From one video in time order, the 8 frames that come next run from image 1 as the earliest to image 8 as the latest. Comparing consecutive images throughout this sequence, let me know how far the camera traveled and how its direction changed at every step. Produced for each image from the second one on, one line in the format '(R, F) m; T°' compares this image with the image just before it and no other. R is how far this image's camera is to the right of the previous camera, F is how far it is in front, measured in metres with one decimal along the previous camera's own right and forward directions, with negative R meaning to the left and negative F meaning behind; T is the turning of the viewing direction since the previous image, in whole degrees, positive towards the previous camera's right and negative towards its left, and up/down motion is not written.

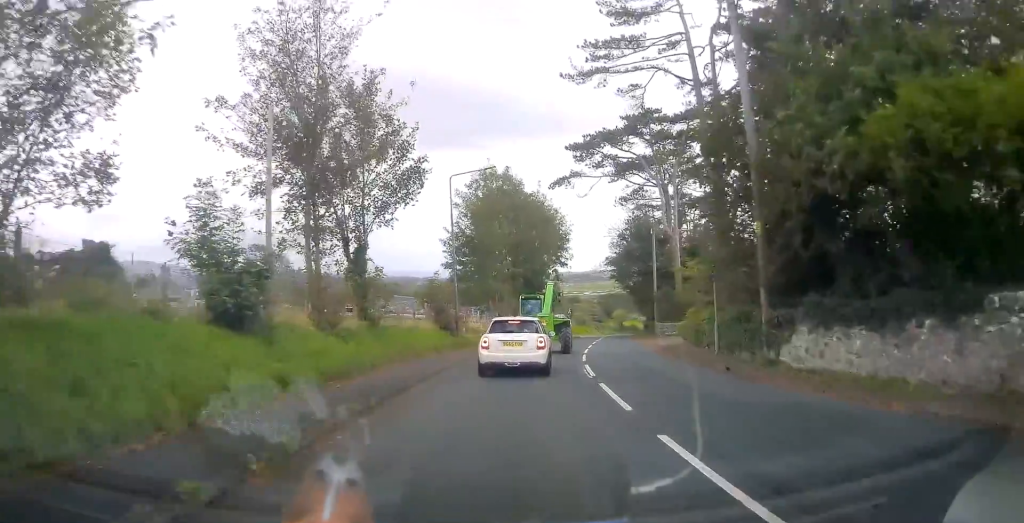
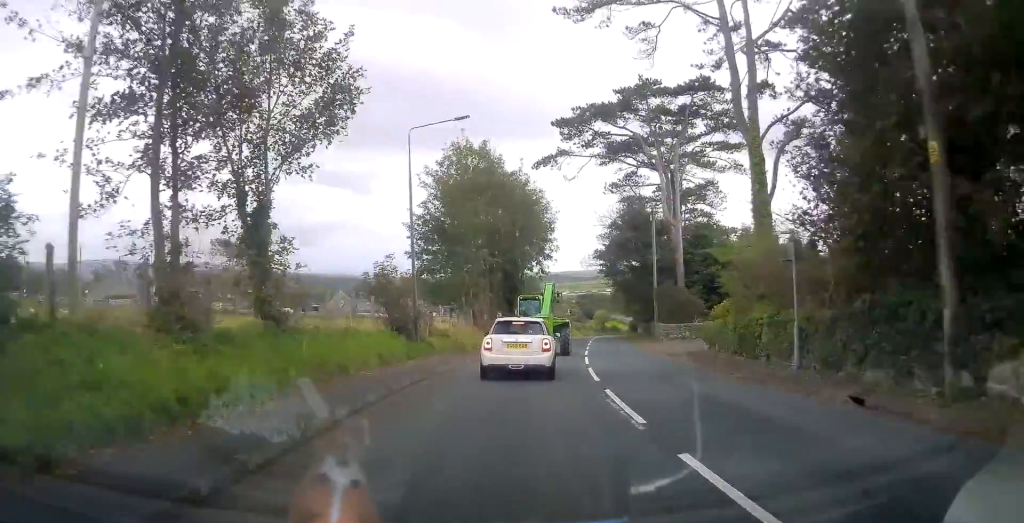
(+0.2, +7.0) m; +2°
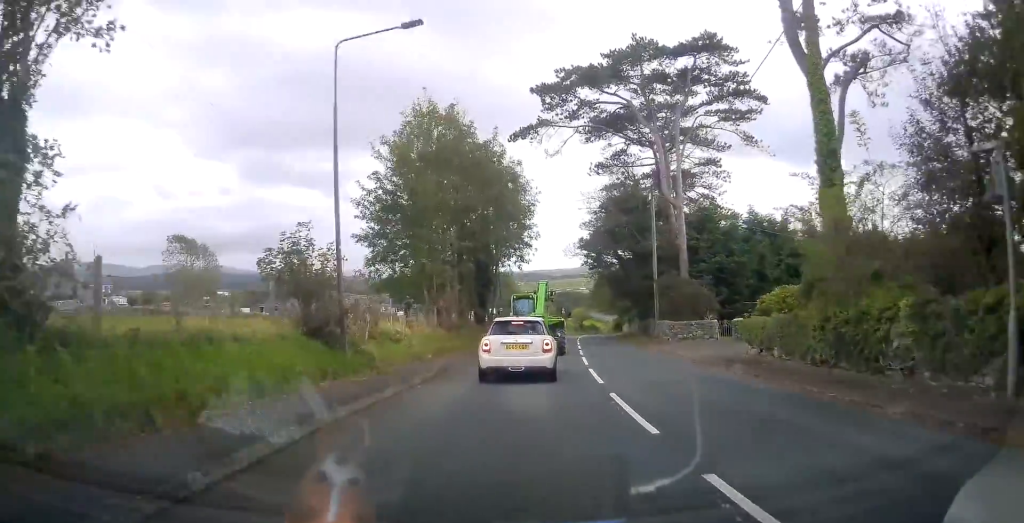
(+0.1, +7.0) m; +2°
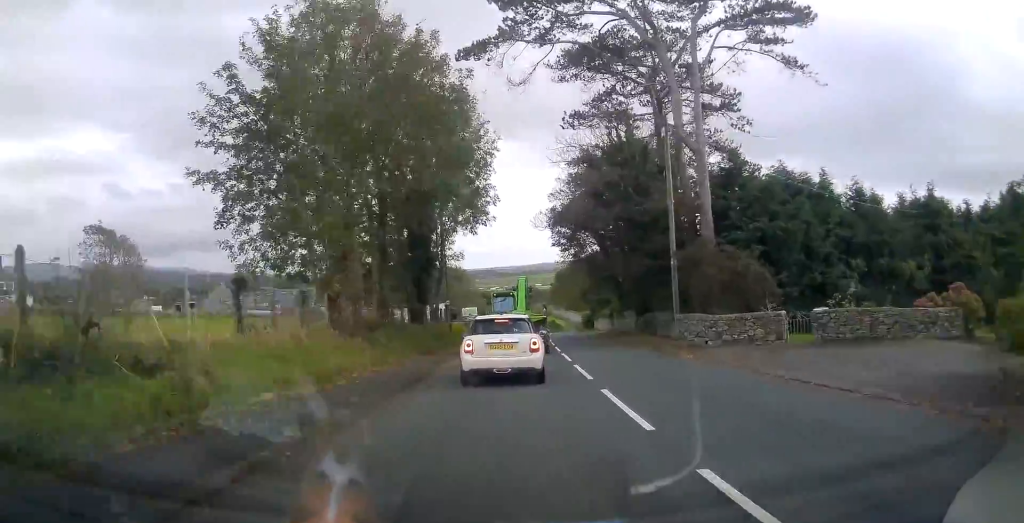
(+0.5, +12.5) m; +4°
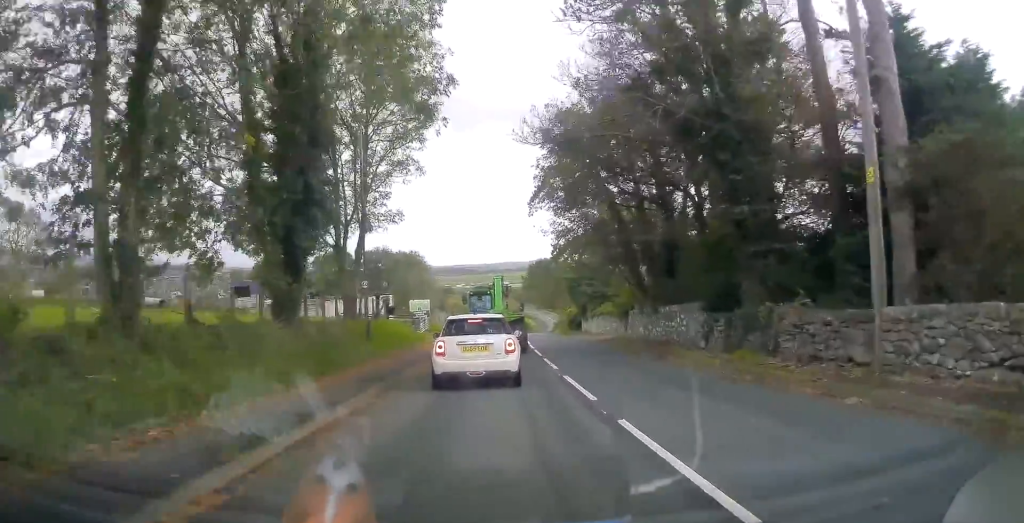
(+0.6, +16.0) m; +4°
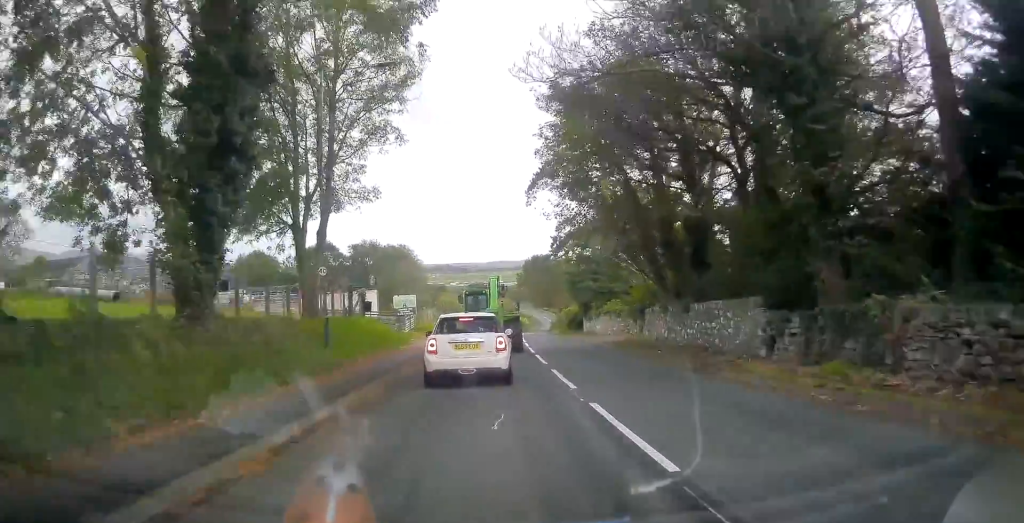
(0.0, +4.9) m; +1°
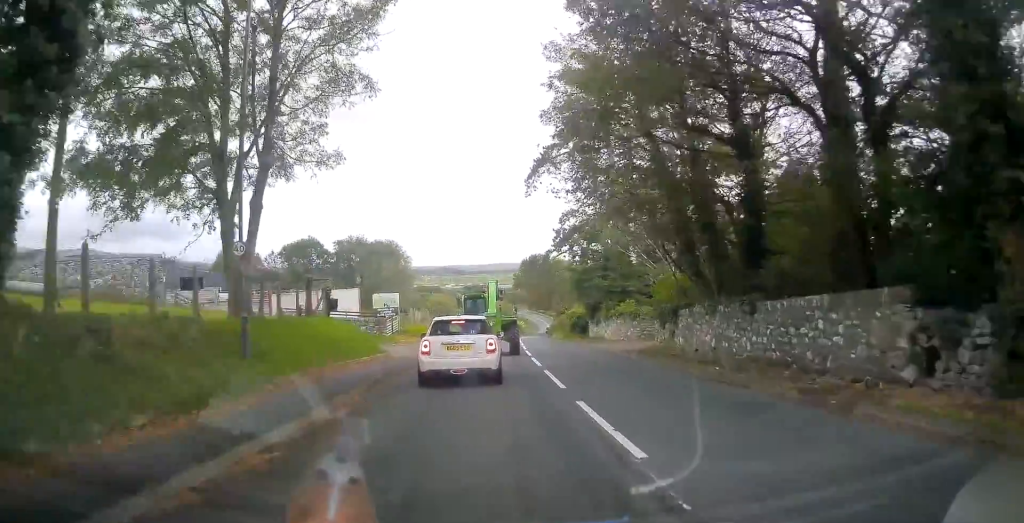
(0.0, +5.7) m; 0°
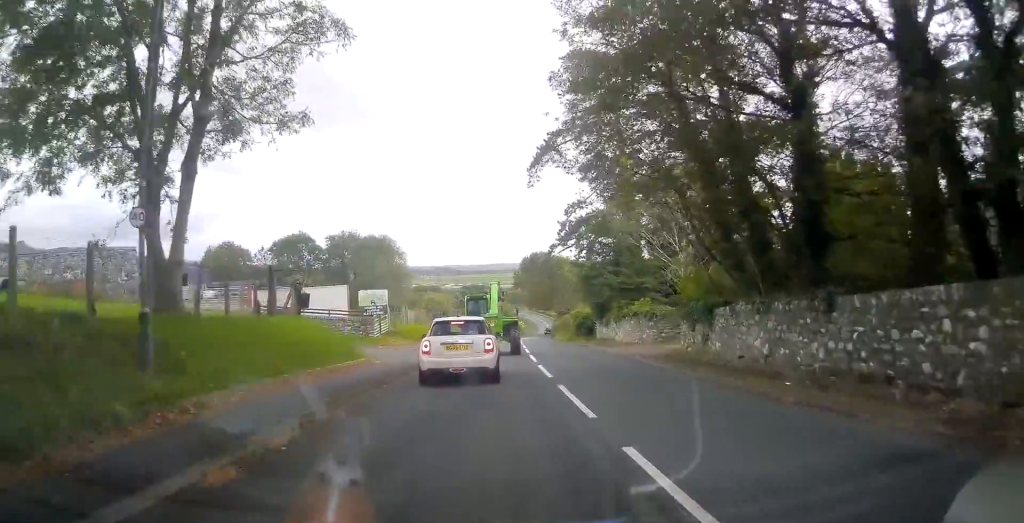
(0.0, +3.7) m; 0°
